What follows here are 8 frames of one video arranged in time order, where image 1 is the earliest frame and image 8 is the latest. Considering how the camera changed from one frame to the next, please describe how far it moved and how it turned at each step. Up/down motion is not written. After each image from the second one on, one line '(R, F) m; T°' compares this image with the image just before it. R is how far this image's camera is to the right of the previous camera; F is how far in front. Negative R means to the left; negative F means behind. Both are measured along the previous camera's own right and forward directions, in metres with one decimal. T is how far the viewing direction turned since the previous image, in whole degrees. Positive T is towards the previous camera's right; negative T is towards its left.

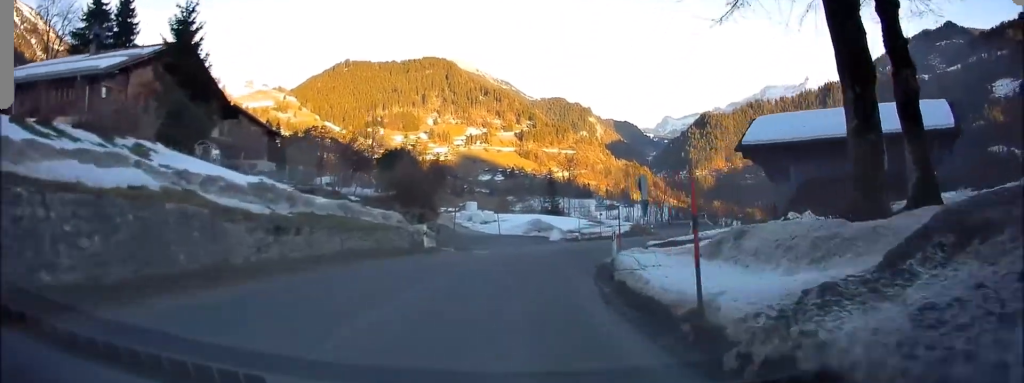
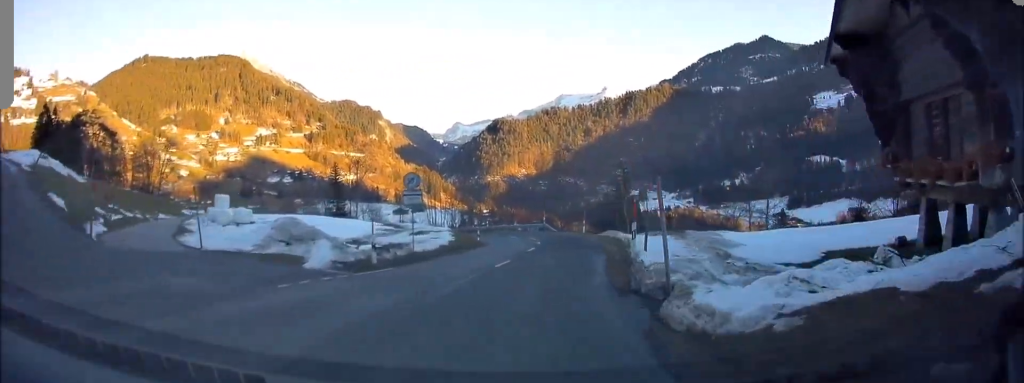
(+2.6, +21.3) m; +15°
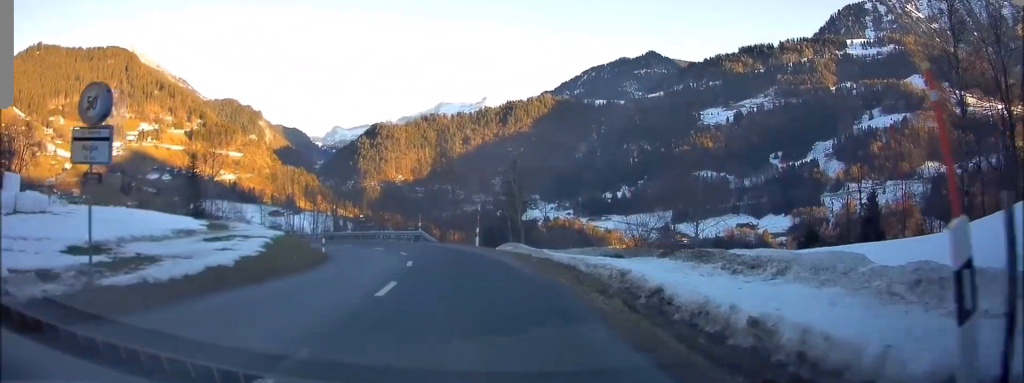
(+1.5, +14.4) m; +11°
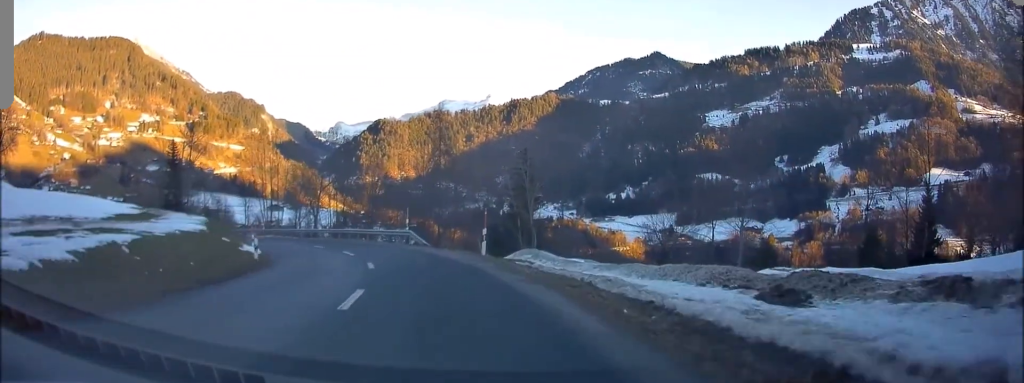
(+0.7, +10.8) m; +2°
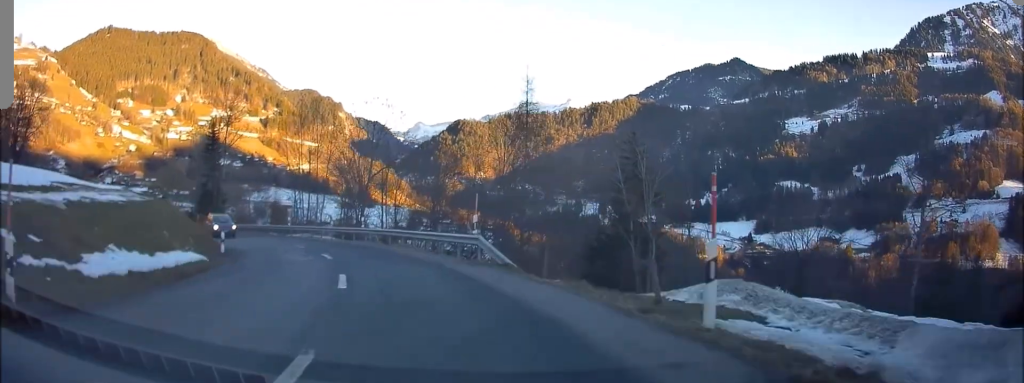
(-0.1, +16.5) m; -3°
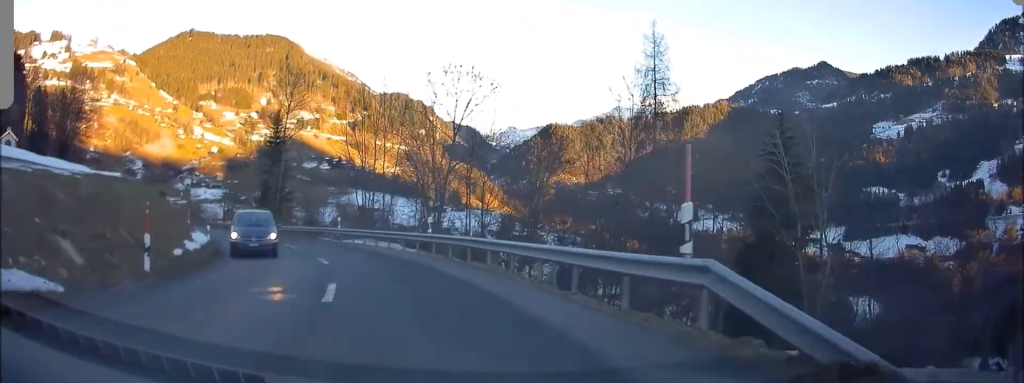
(-0.6, +14.4) m; -6°
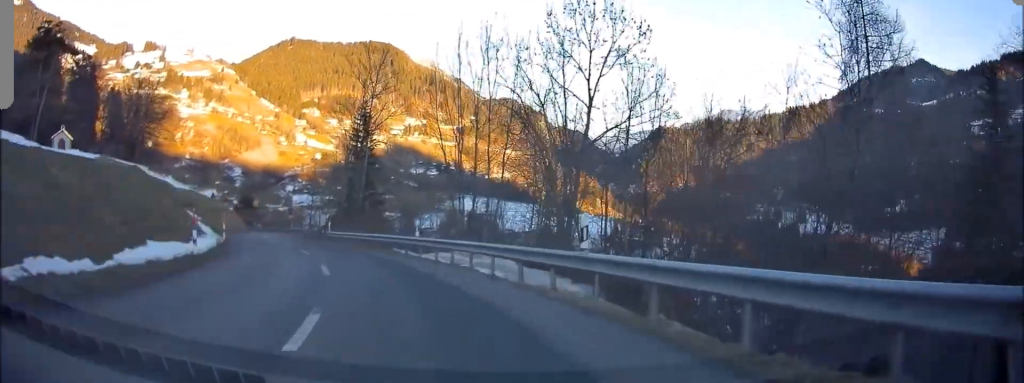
(-0.9, +14.1) m; -9°
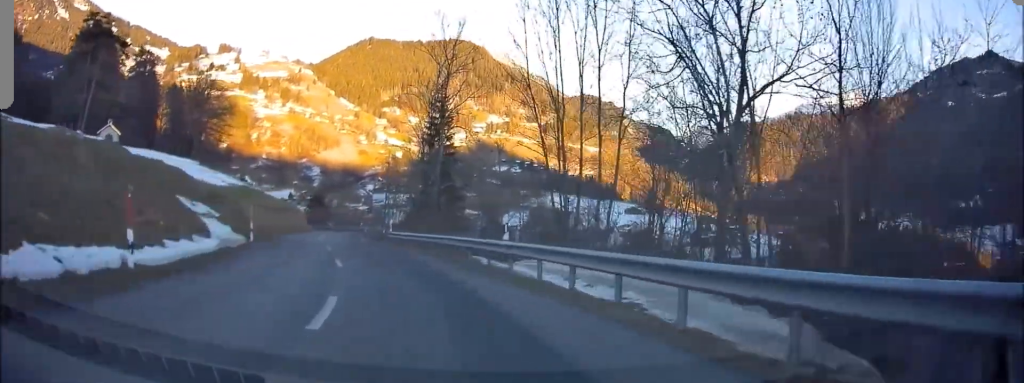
(-0.3, +9.0) m; -7°
